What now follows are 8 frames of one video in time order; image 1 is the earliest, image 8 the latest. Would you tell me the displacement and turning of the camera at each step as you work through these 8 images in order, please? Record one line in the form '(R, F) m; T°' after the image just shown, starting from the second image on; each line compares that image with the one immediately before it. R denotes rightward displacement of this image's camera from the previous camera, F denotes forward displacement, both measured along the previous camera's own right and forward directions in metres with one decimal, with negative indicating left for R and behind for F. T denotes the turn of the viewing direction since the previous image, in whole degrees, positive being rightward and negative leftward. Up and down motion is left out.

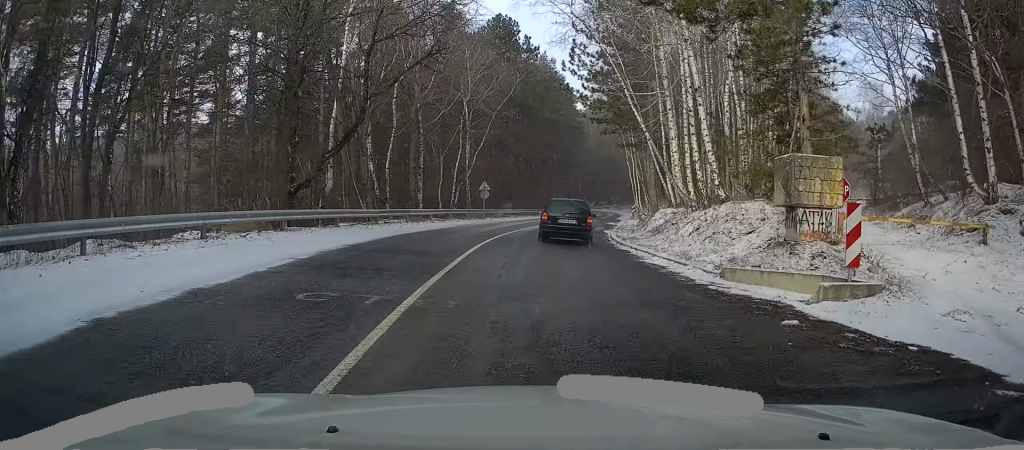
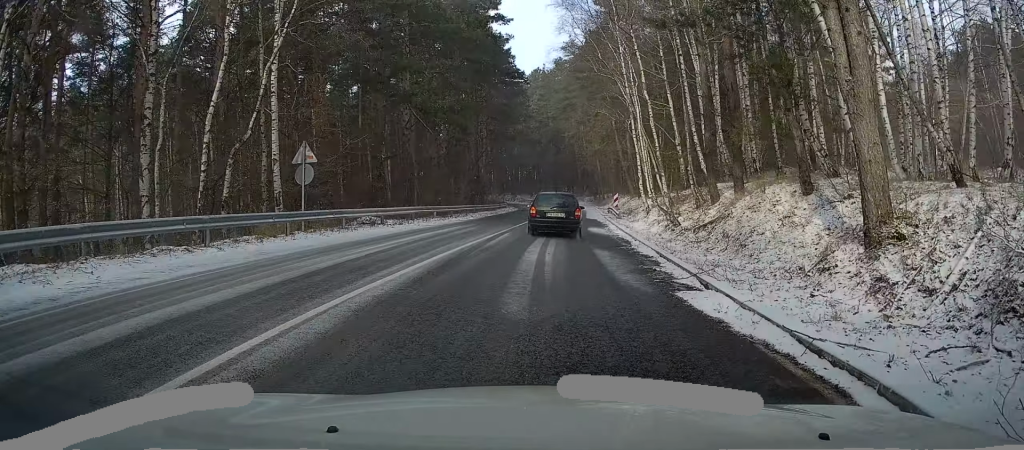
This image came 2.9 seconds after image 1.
(-0.4, +28.0) m; 0°
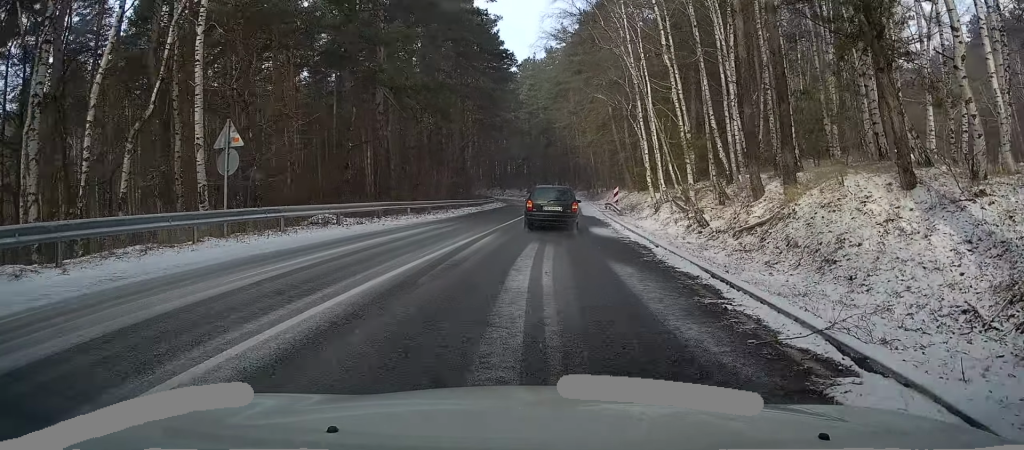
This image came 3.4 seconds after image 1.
(-0.2, +4.3) m; 0°
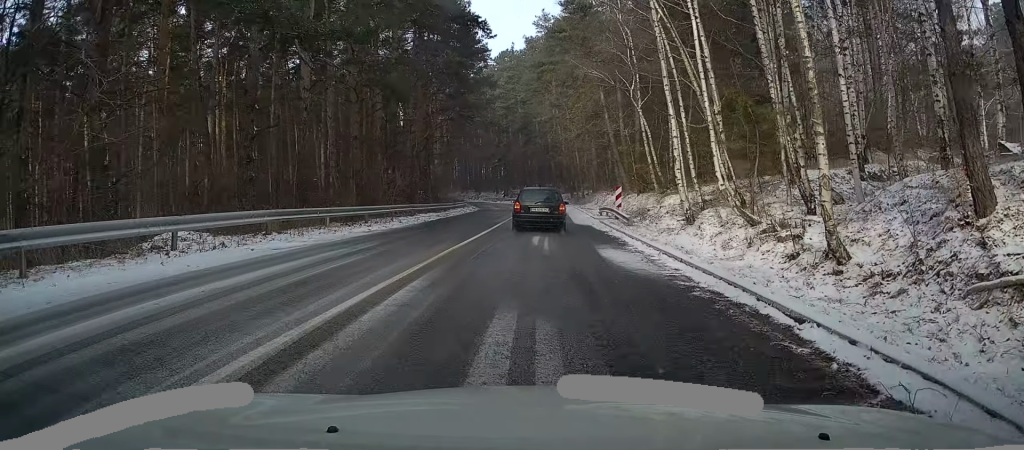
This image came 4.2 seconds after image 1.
(0.0, +8.4) m; +1°
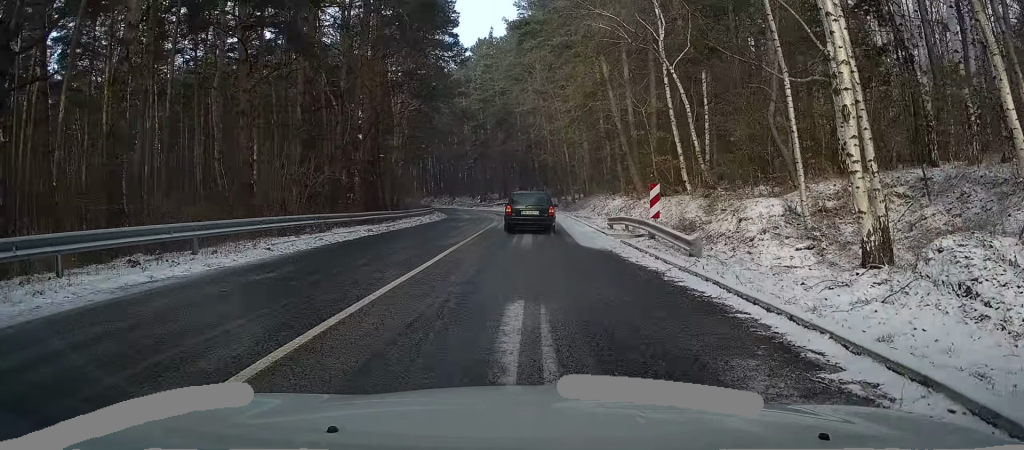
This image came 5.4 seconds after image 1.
(+0.2, +10.4) m; +1°
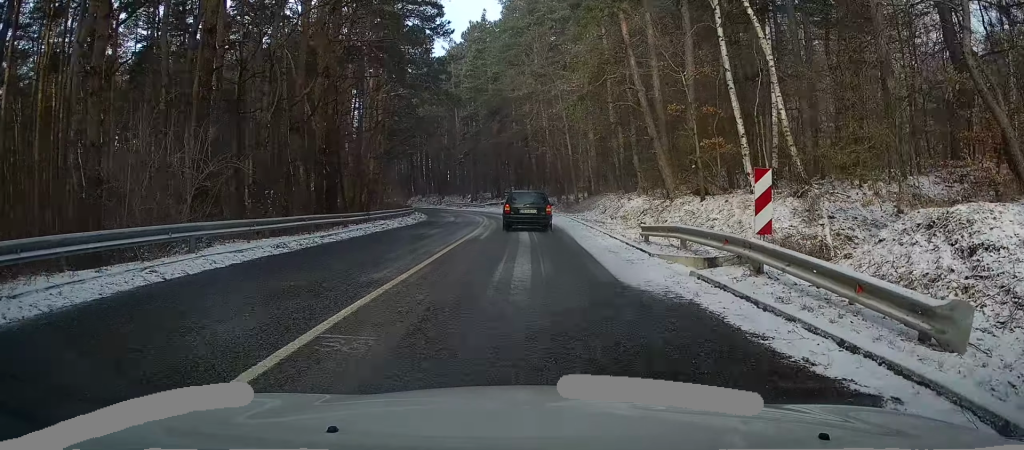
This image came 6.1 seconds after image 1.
(0.0, +7.0) m; 0°
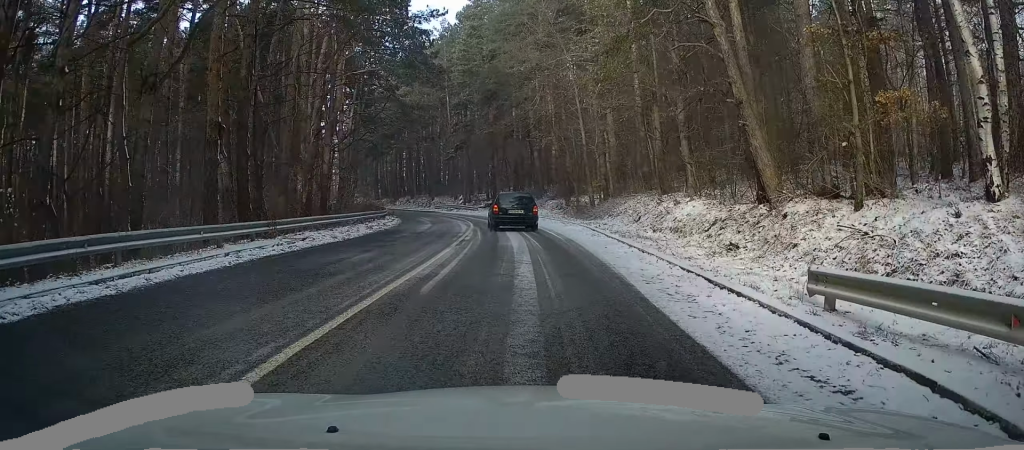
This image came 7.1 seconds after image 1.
(0.0, +9.2) m; 0°
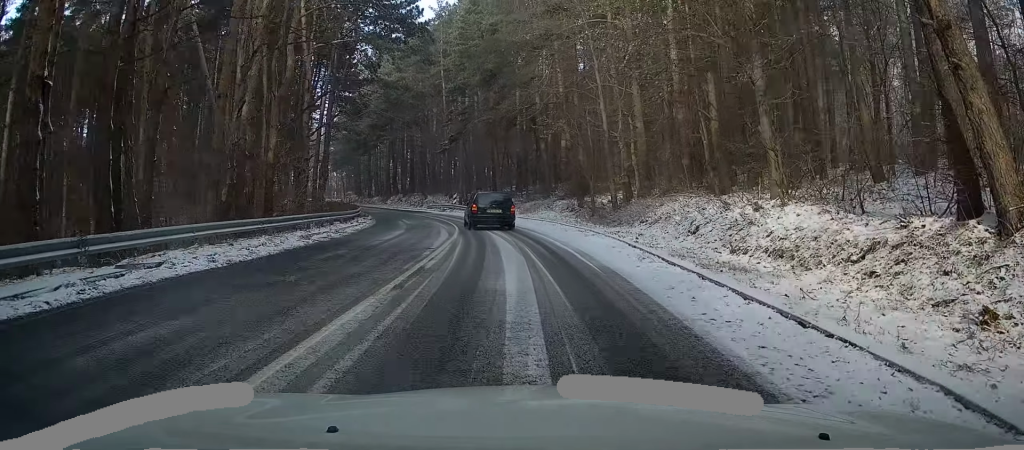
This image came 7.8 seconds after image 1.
(+0.1, +7.3) m; -1°
